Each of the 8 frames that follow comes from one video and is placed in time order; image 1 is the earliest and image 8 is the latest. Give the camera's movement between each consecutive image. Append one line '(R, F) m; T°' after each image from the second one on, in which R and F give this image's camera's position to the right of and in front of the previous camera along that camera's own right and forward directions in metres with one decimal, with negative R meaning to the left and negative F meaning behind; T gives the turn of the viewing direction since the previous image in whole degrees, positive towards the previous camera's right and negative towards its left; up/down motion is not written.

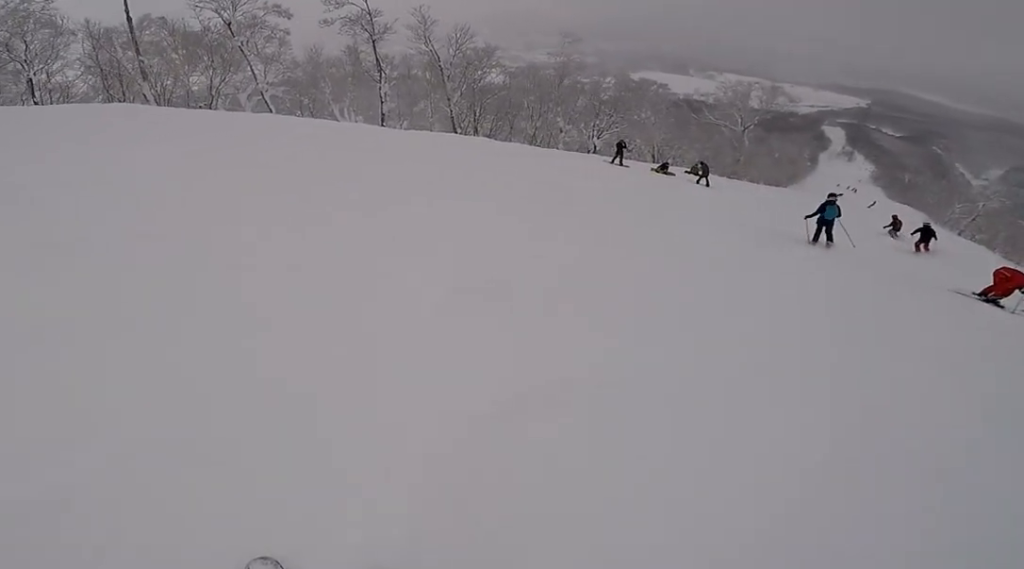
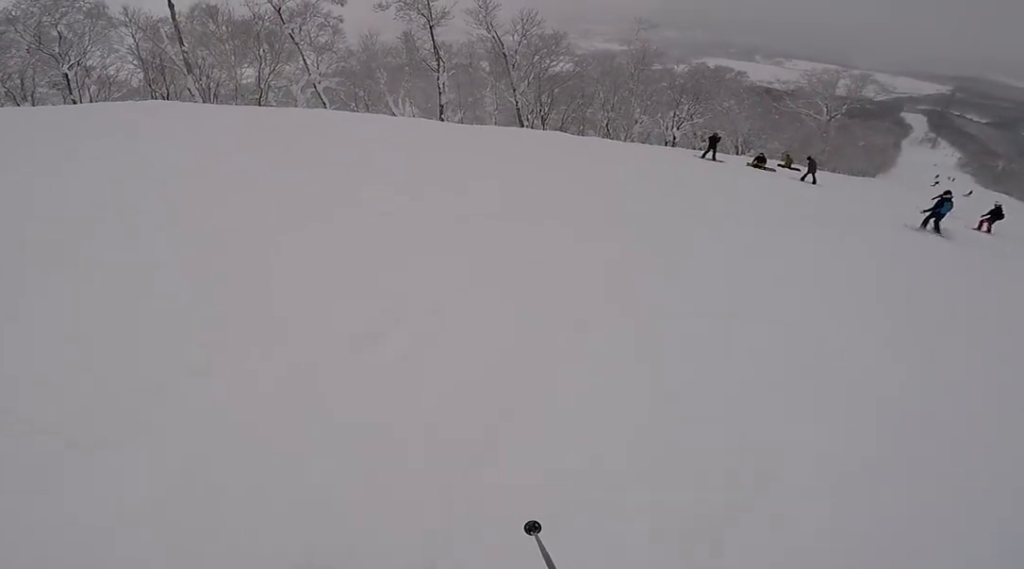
(-0.3, +3.3) m; +25°
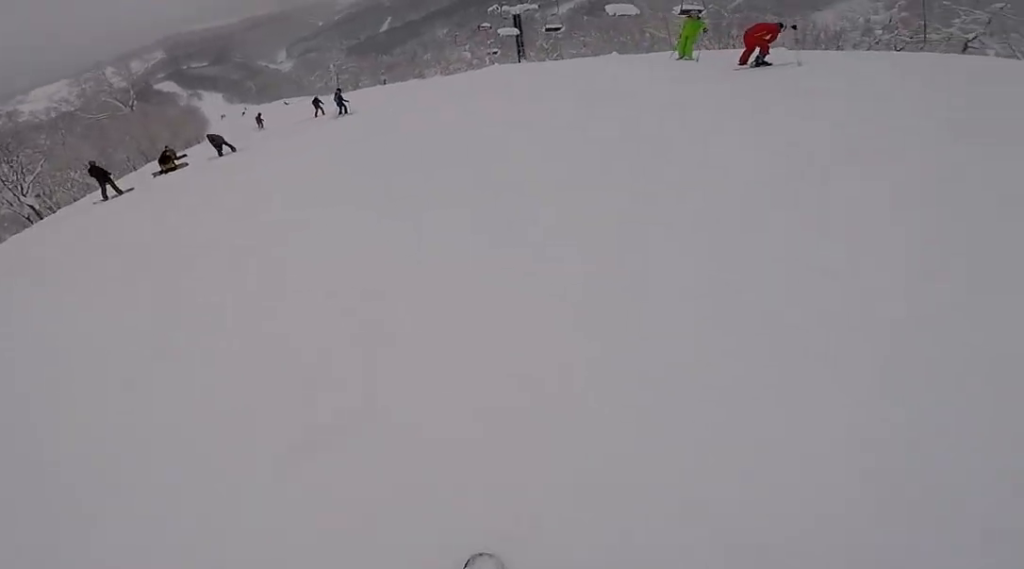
(+5.5, +8.0) m; +41°
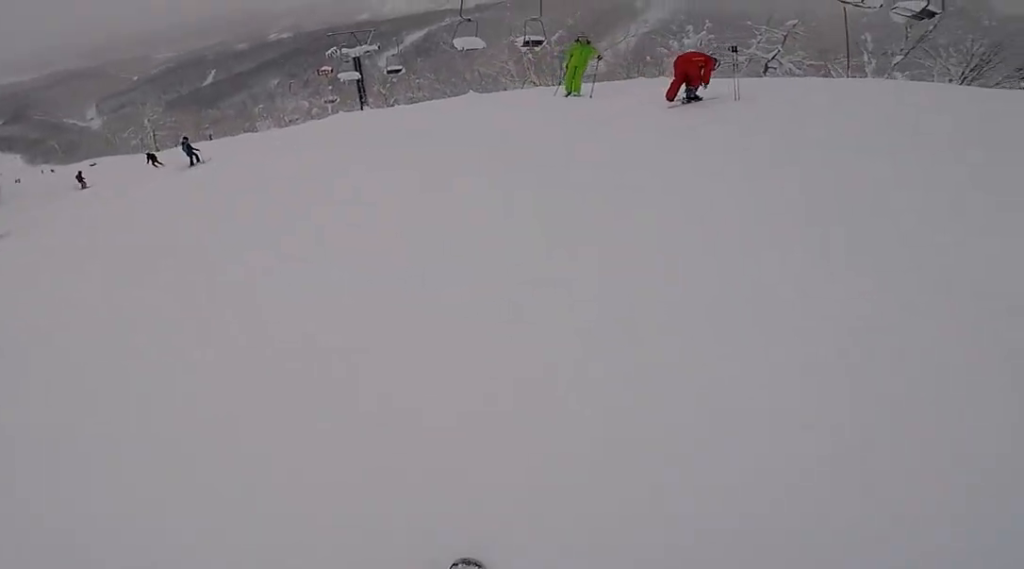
(+0.5, +3.8) m; -3°
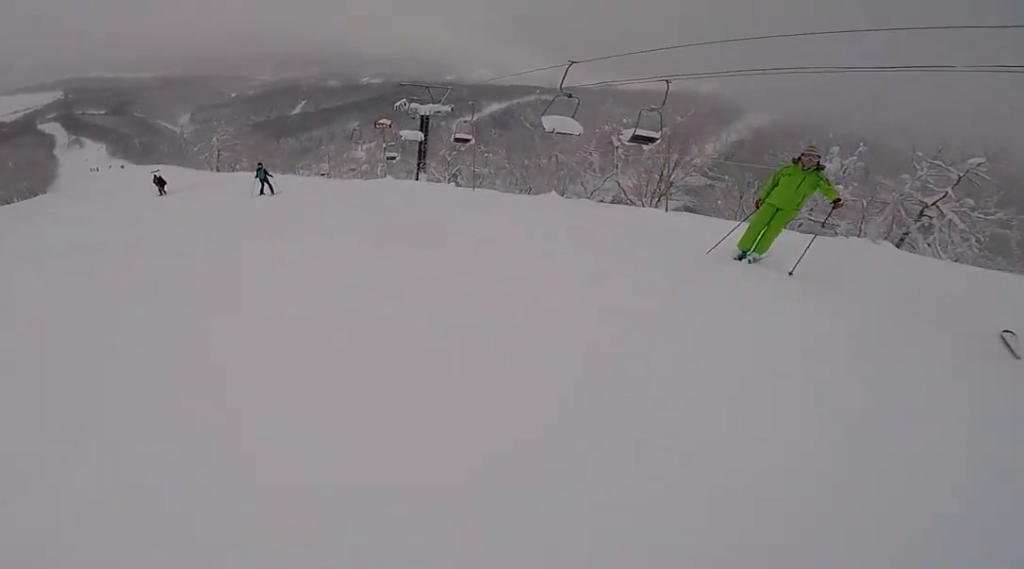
(-0.8, +5.0) m; -26°
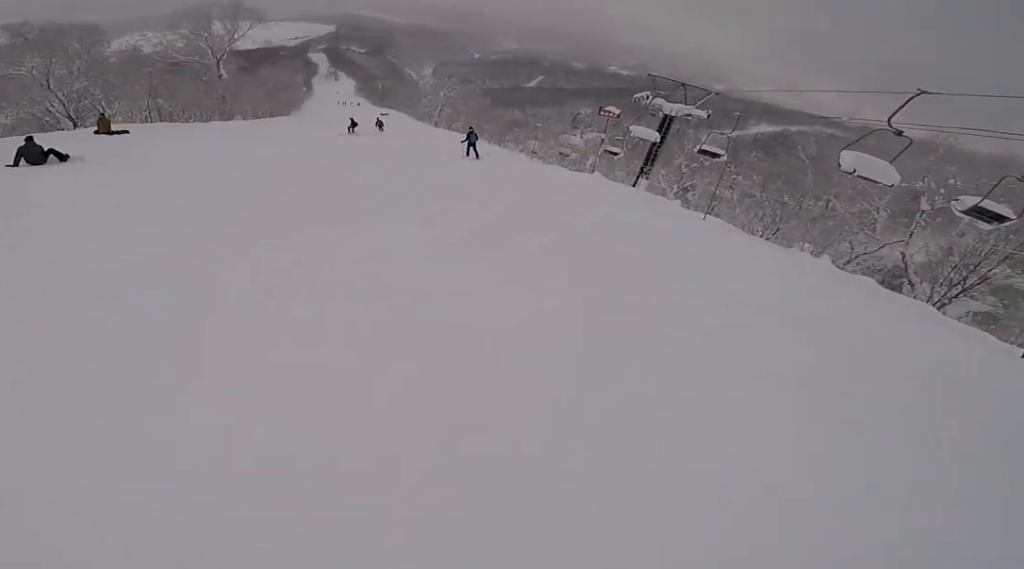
(-0.6, +2.8) m; -5°
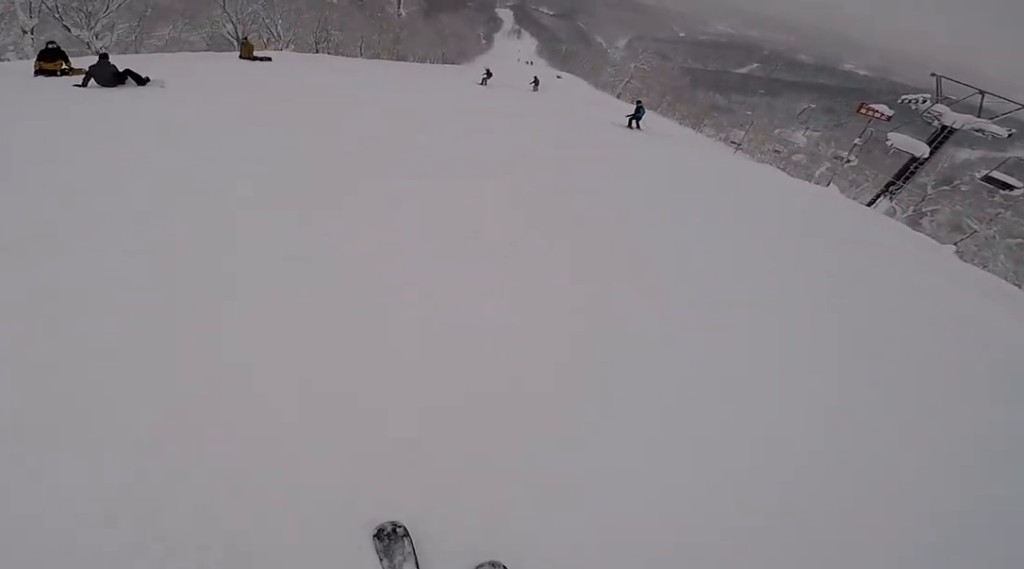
(-0.6, +3.9) m; 0°
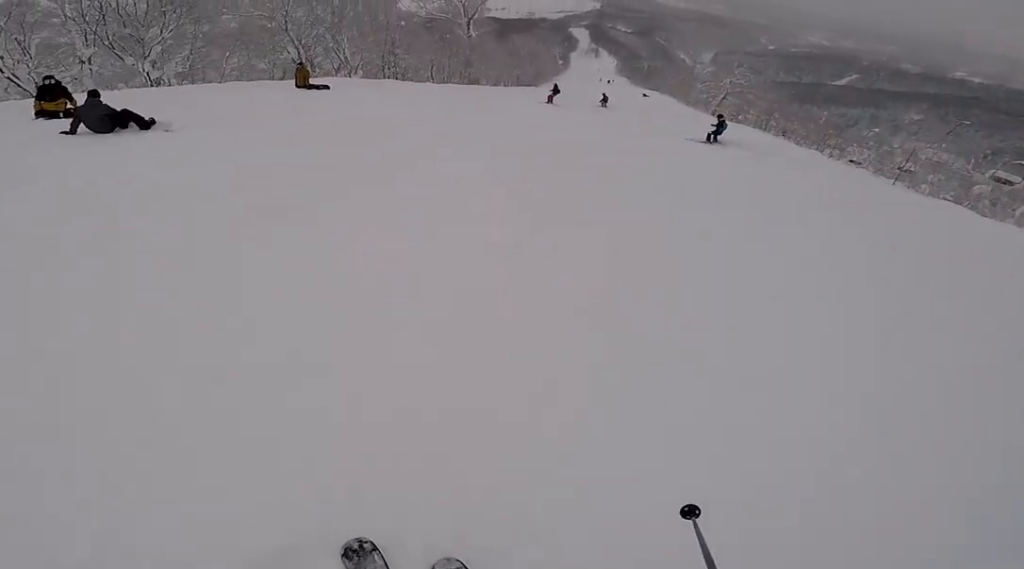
(+0.3, +2.9) m; +13°
